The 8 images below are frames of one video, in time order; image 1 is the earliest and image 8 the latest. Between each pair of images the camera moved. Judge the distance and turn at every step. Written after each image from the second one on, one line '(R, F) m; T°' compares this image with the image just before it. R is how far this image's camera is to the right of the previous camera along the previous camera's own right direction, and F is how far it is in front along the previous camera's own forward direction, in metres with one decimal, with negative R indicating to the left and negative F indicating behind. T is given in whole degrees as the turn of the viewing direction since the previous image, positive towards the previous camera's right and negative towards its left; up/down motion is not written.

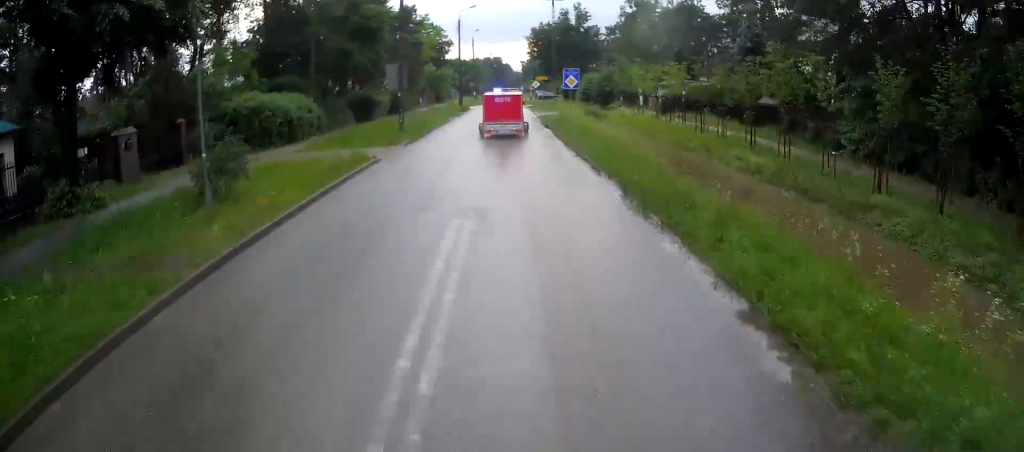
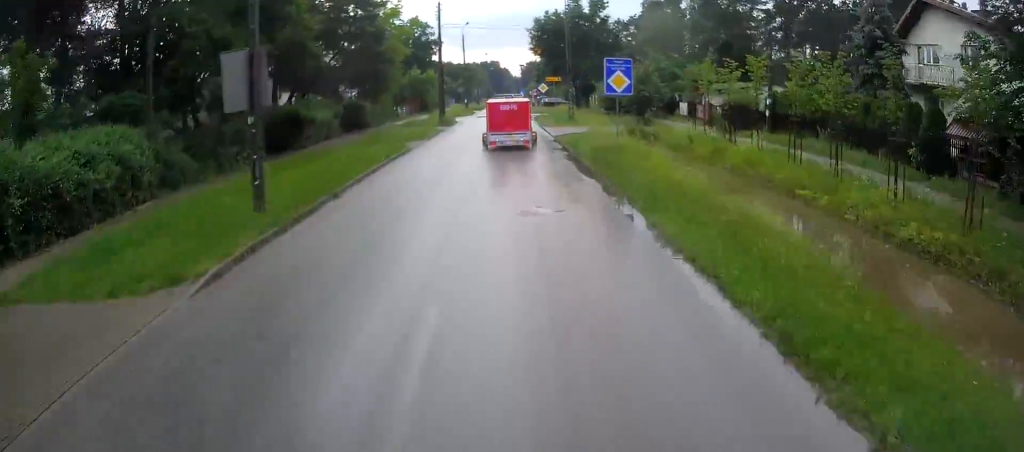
(-0.8, +17.8) m; -2°
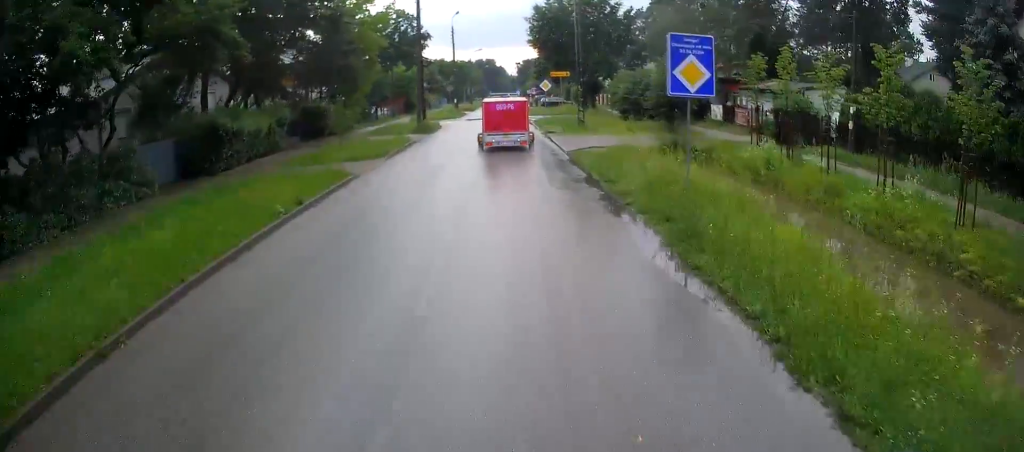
(0.0, +9.9) m; +2°
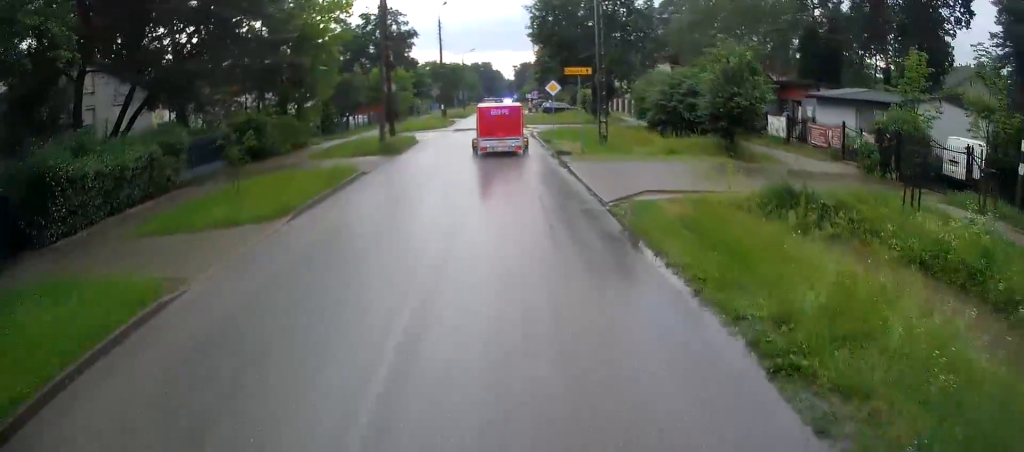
(+0.3, +10.2) m; +2°
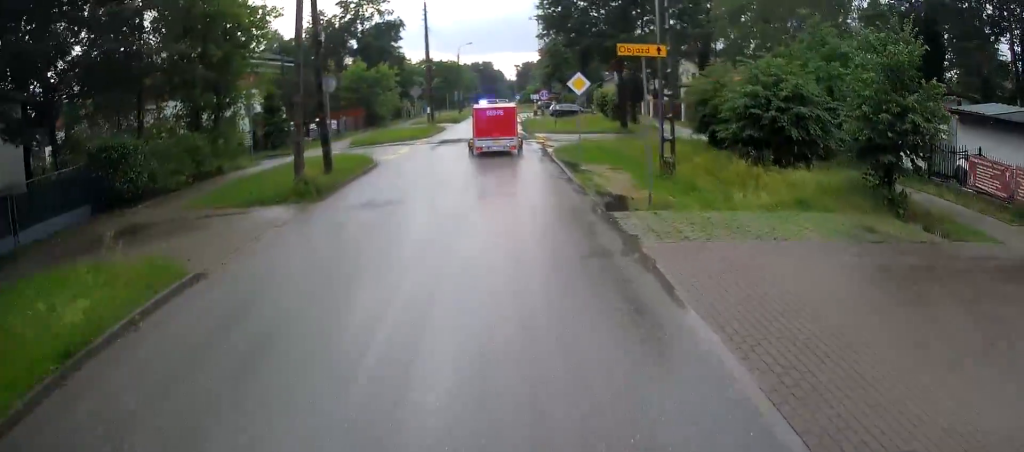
(+0.1, +10.2) m; +3°
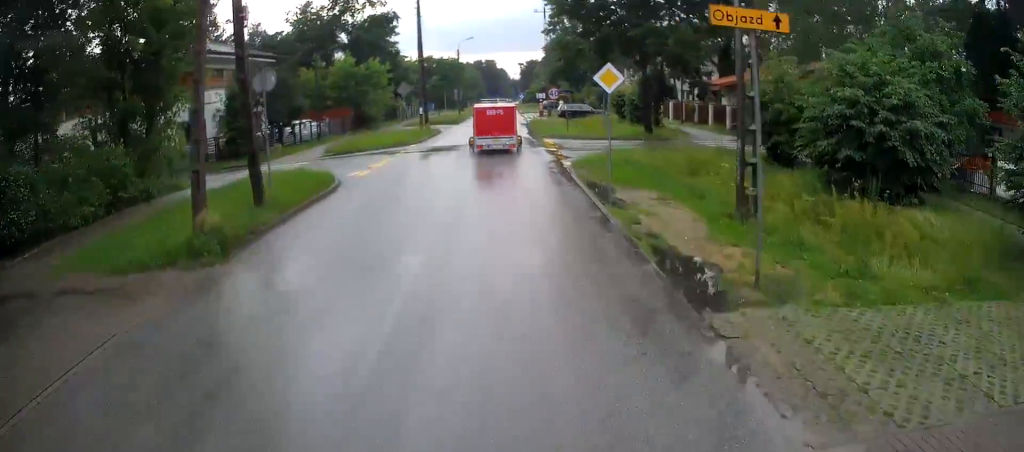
(+0.4, +5.0) m; -1°
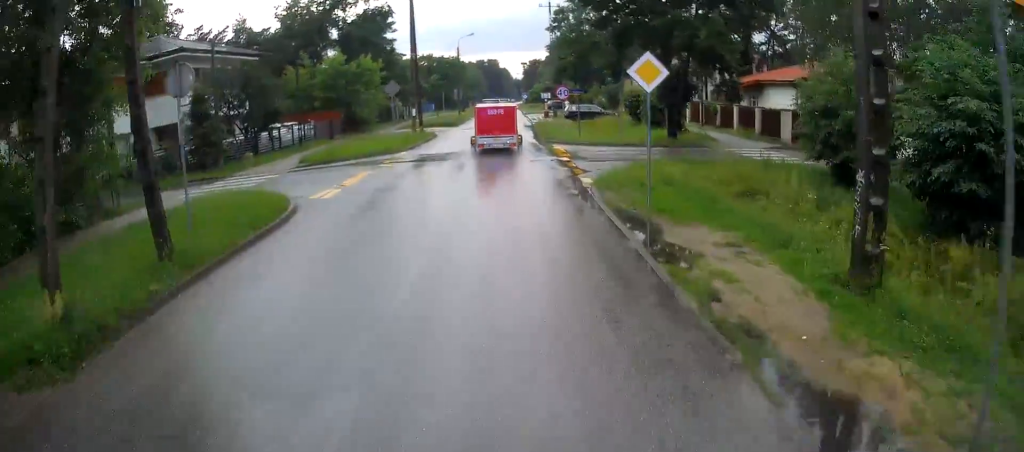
(+0.1, +3.7) m; -1°
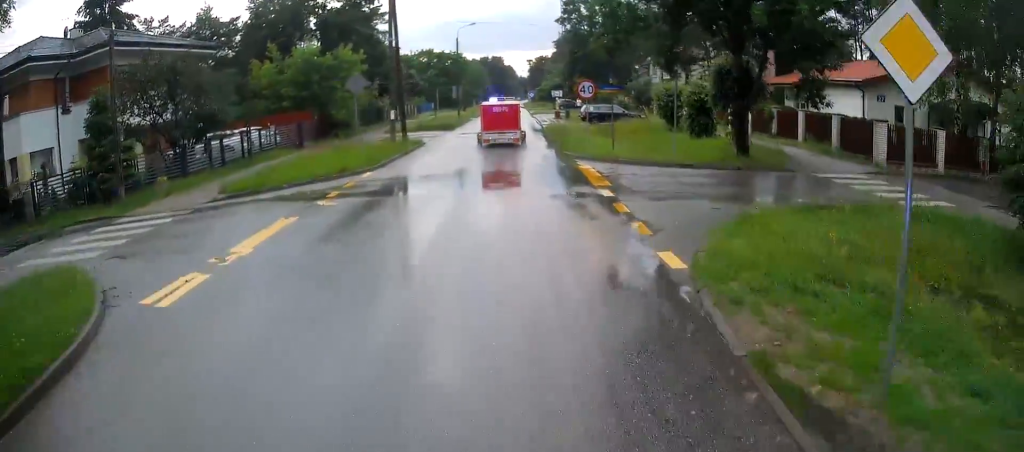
(-0.7, +7.3) m; -3°
